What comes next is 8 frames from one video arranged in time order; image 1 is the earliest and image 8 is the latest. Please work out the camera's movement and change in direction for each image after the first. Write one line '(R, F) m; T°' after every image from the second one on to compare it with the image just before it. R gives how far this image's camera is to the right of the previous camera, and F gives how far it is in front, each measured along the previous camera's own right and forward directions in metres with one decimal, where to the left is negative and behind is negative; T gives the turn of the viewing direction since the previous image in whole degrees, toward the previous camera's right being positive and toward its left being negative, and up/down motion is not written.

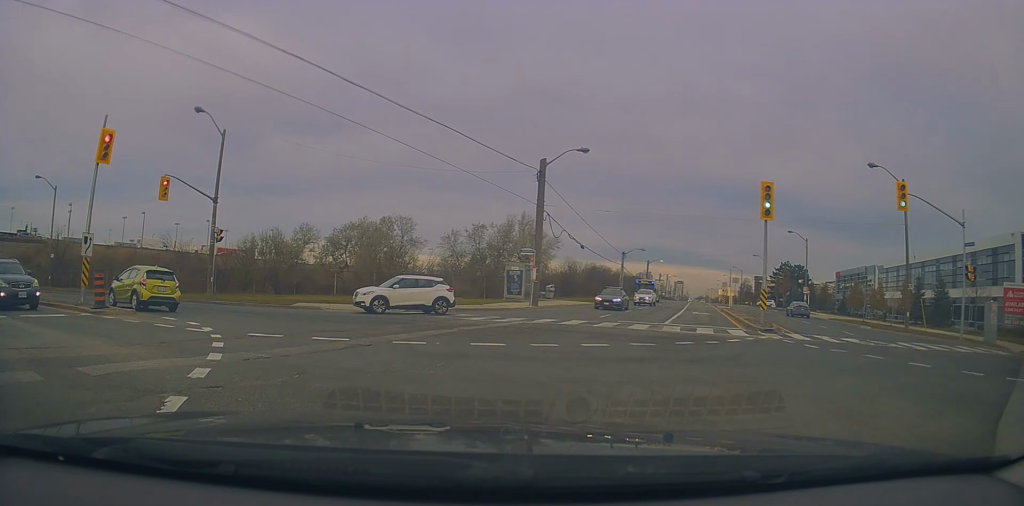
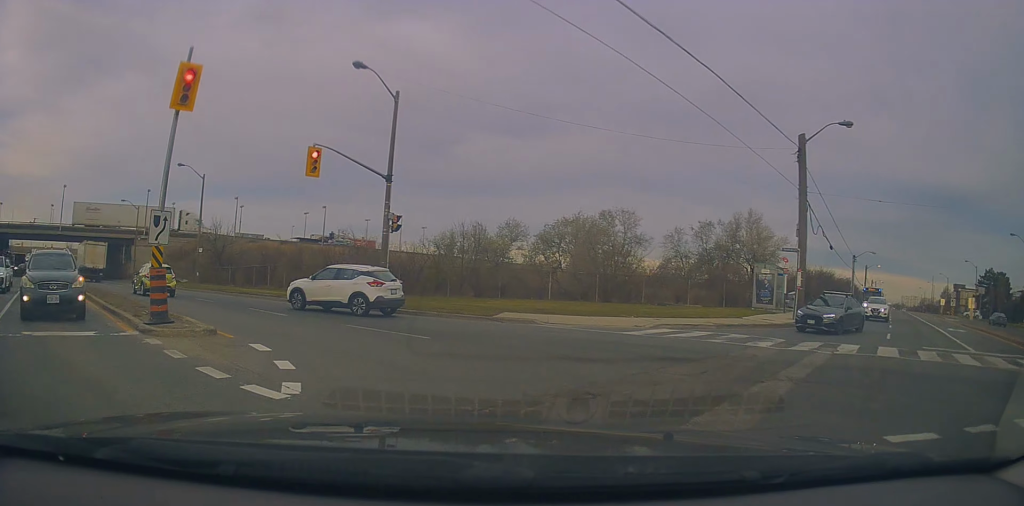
(-0.4, +6.2) m; -15°
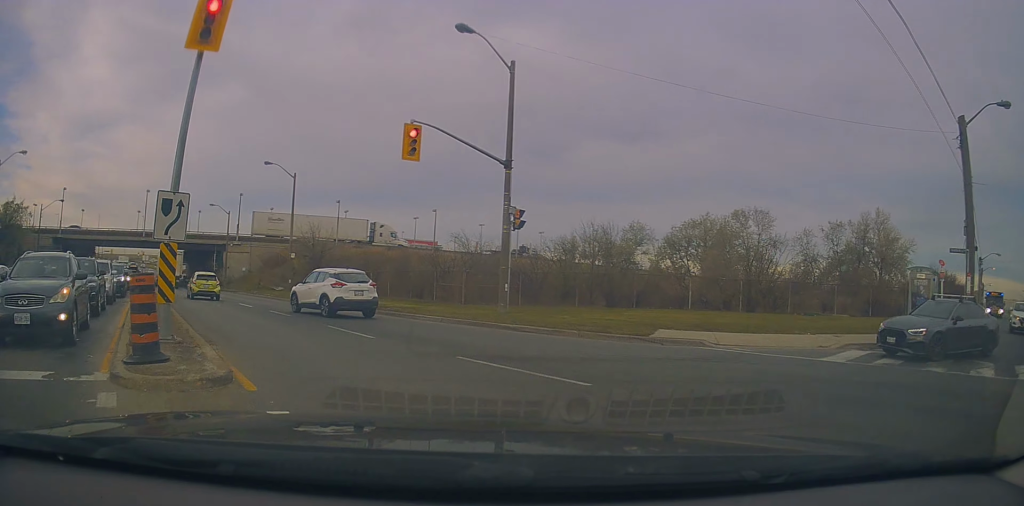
(-0.5, +4.1) m; -13°
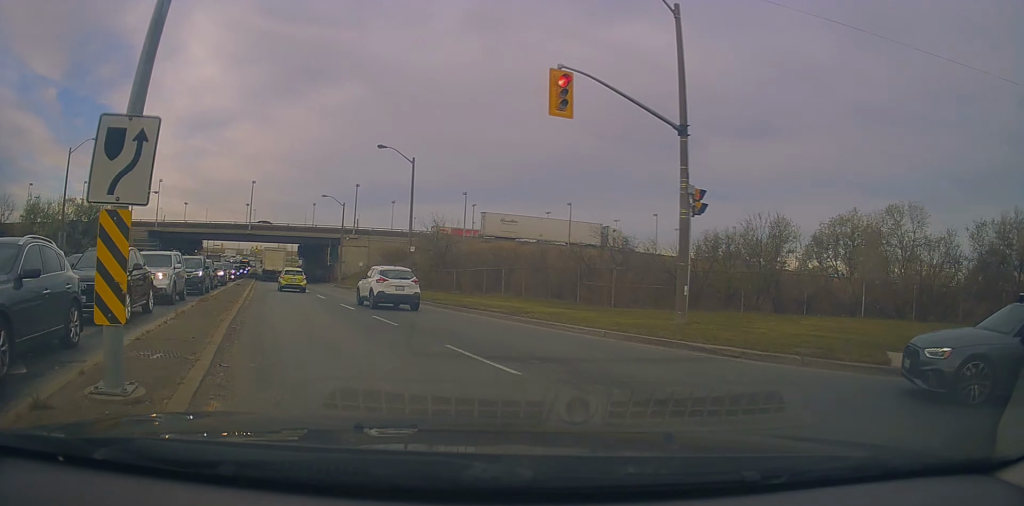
(-0.4, +4.3) m; -13°
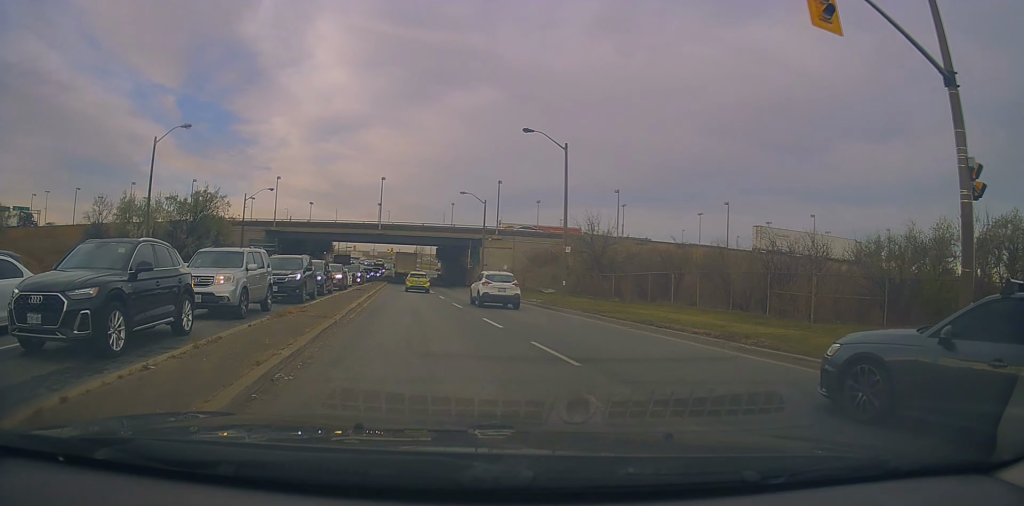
(-0.6, +5.4) m; -10°
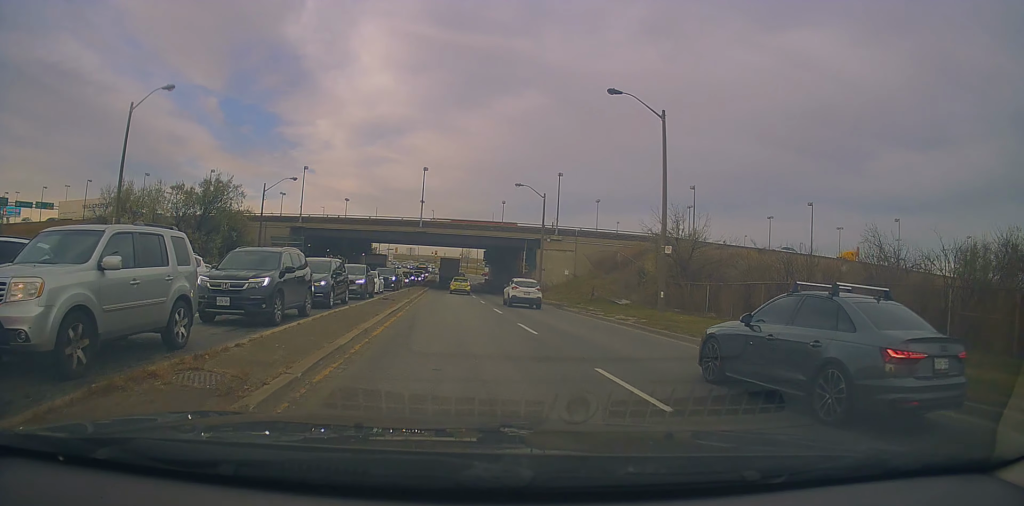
(-0.8, +7.7) m; -13°
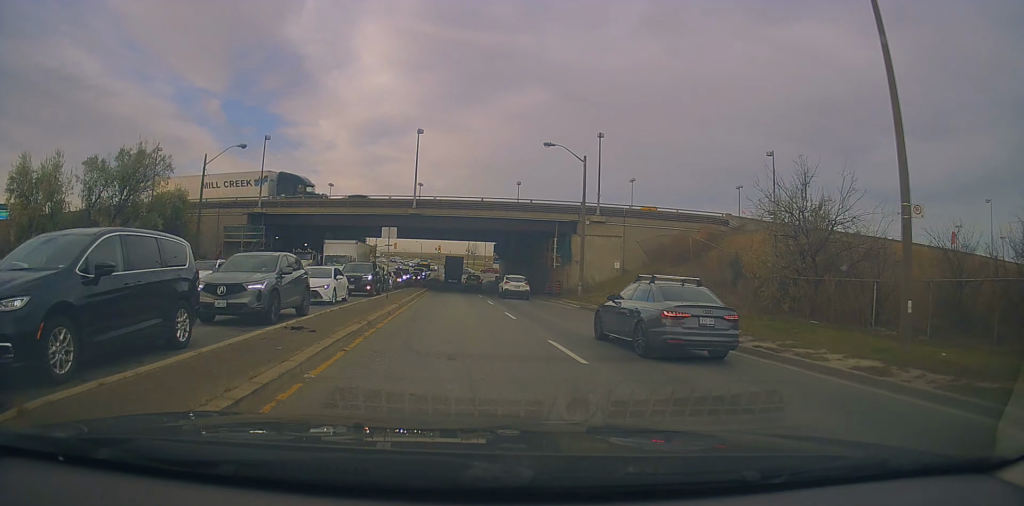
(-0.5, +12.7) m; +1°
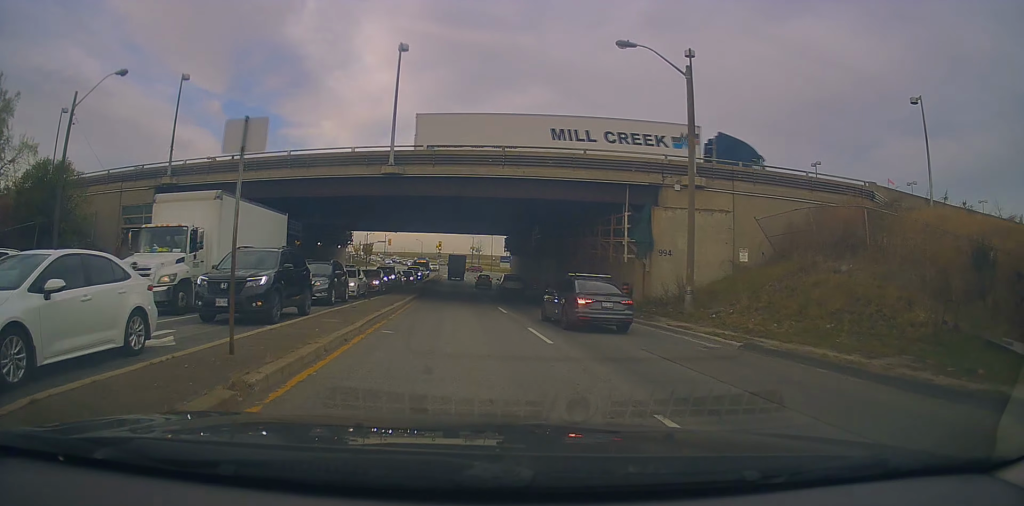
(+0.3, +14.8) m; -1°
